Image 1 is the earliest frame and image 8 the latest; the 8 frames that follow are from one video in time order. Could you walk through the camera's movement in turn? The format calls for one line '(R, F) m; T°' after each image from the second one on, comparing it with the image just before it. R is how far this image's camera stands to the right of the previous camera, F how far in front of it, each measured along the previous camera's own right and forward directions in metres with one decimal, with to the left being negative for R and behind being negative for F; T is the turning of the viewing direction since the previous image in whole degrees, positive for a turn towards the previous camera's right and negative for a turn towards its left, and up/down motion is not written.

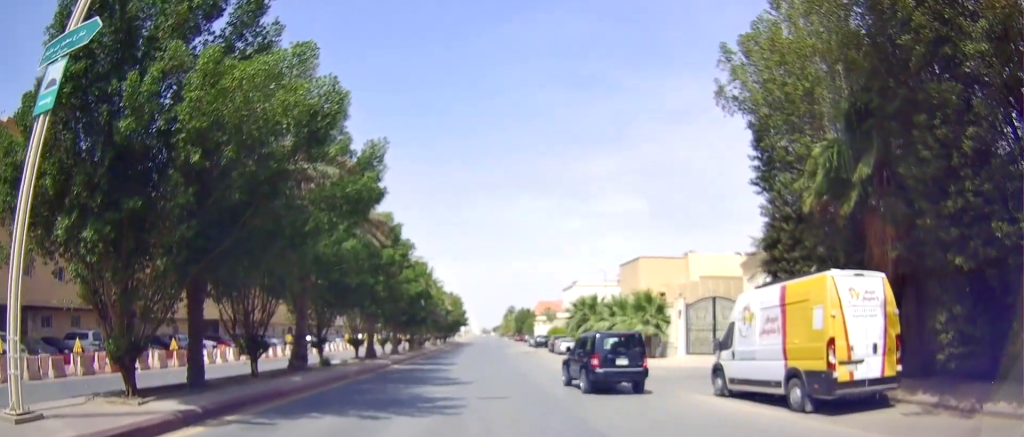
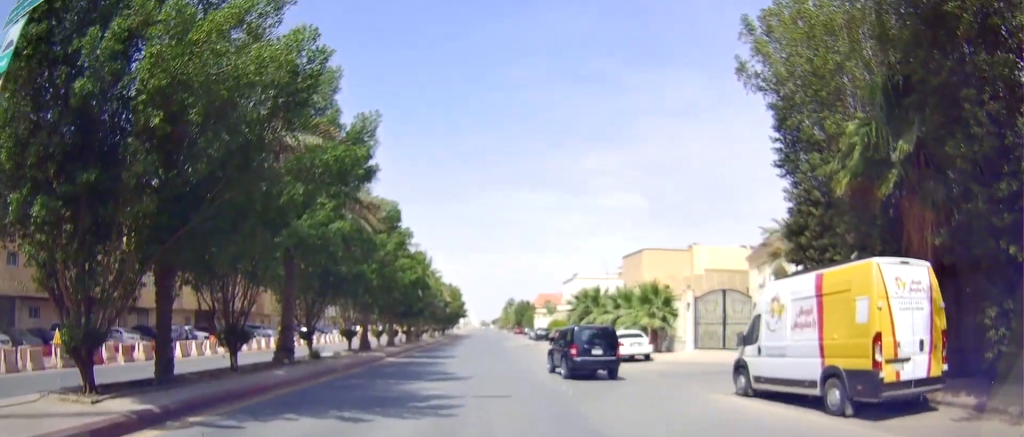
(+0.1, +1.5) m; 0°
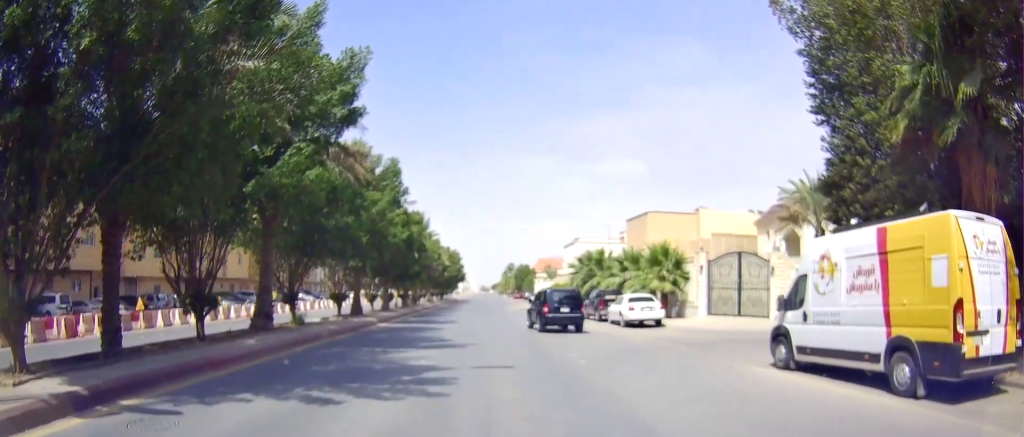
(0.0, +2.4) m; 0°
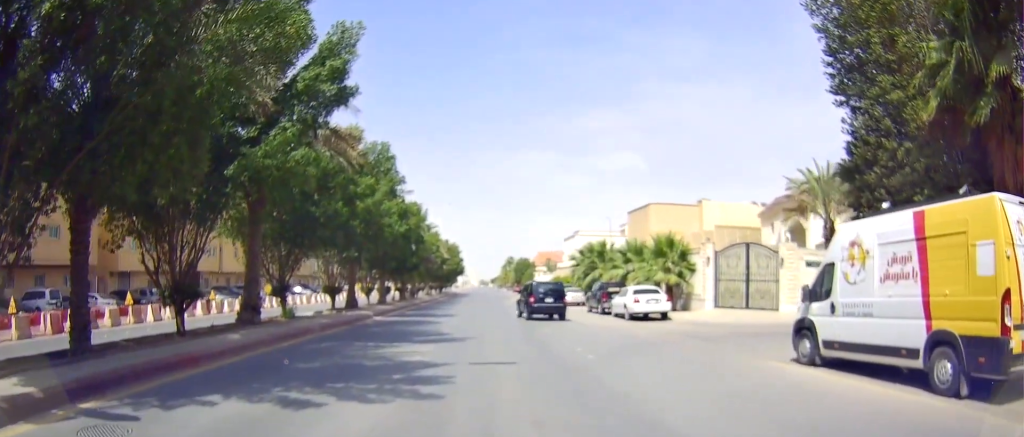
(-0.1, +1.3) m; 0°
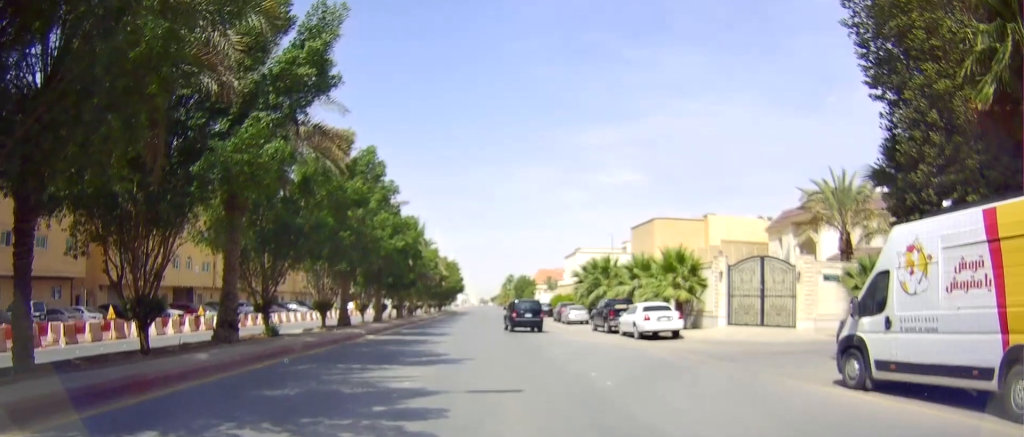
(+0.1, +2.0) m; +3°
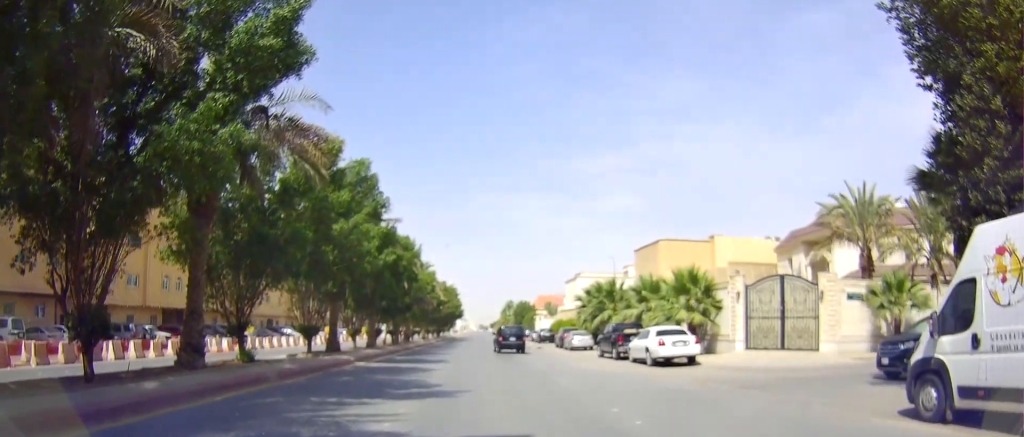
(+0.1, +1.9) m; -1°
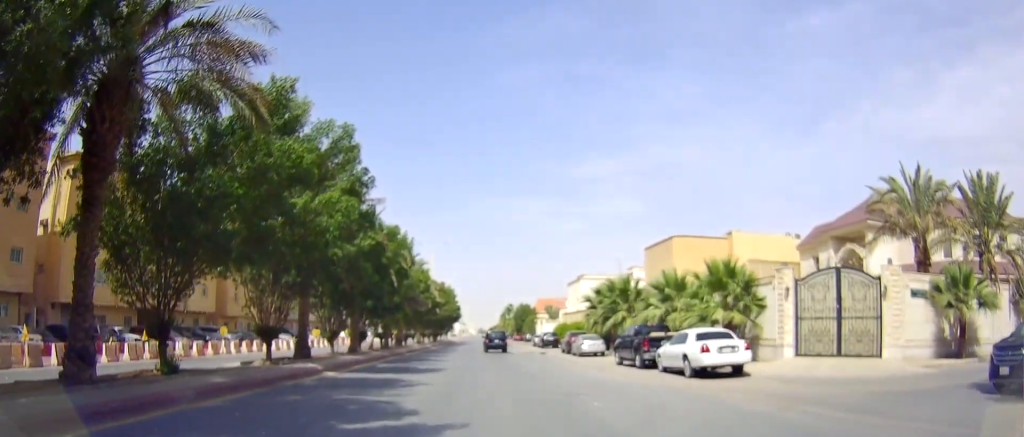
(-0.4, +3.4) m; -3°
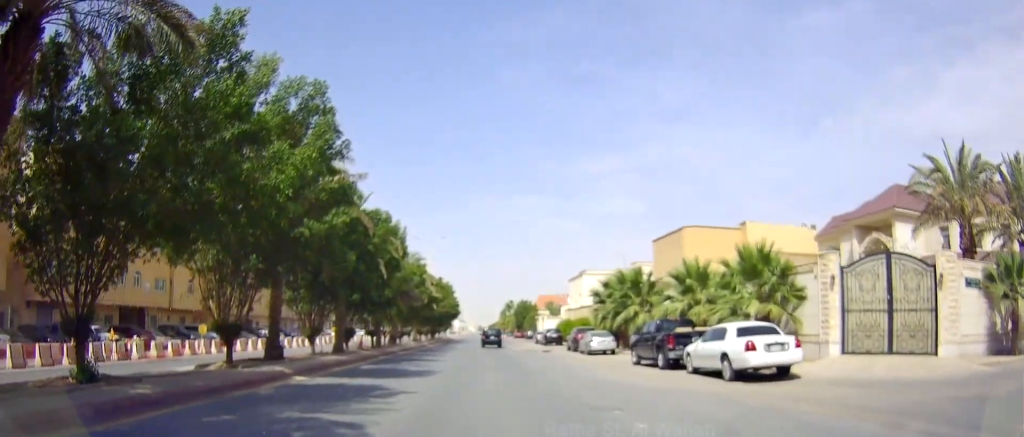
(+0.1, +2.4) m; +2°
